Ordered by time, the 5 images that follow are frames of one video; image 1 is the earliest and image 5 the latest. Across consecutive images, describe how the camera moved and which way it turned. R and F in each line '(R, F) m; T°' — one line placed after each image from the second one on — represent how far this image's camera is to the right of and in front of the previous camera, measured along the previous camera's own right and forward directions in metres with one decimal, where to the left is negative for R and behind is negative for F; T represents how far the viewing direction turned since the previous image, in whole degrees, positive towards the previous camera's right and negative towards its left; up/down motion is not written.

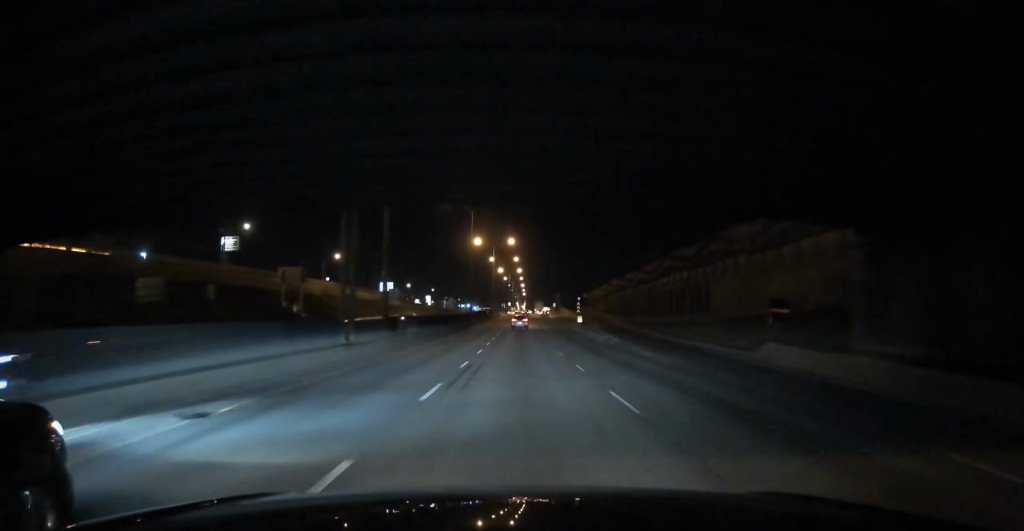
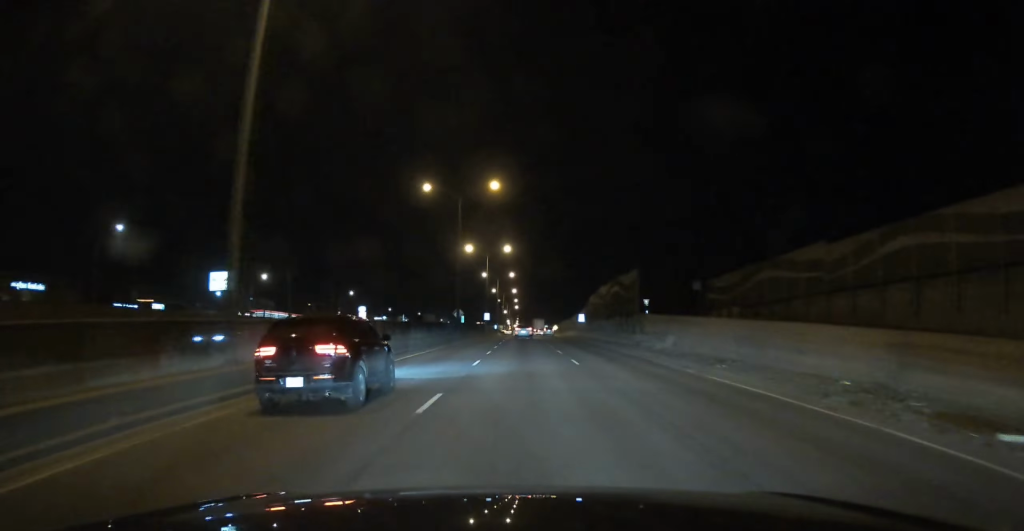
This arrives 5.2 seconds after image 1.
(+1.3, +126.7) m; +1°
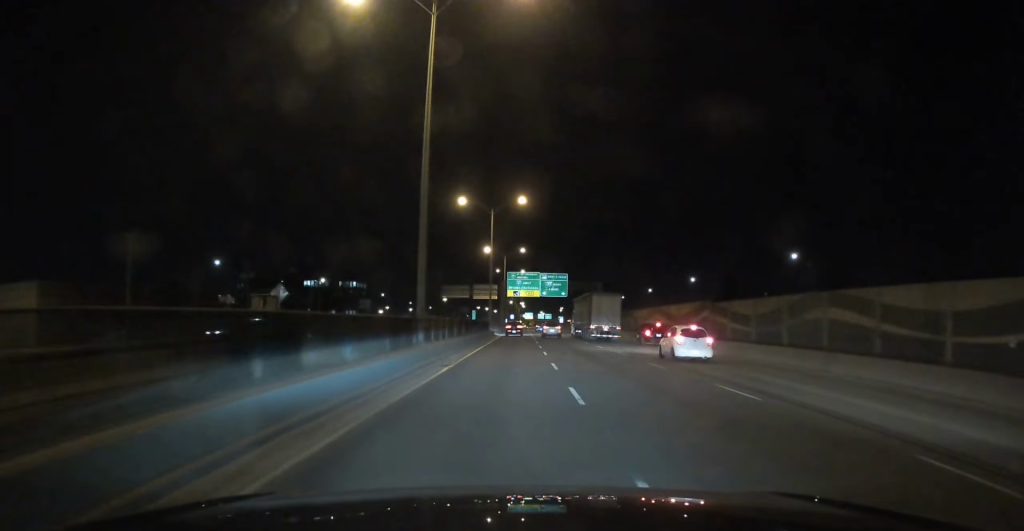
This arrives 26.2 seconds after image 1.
(-2.1, +516.7) m; -1°
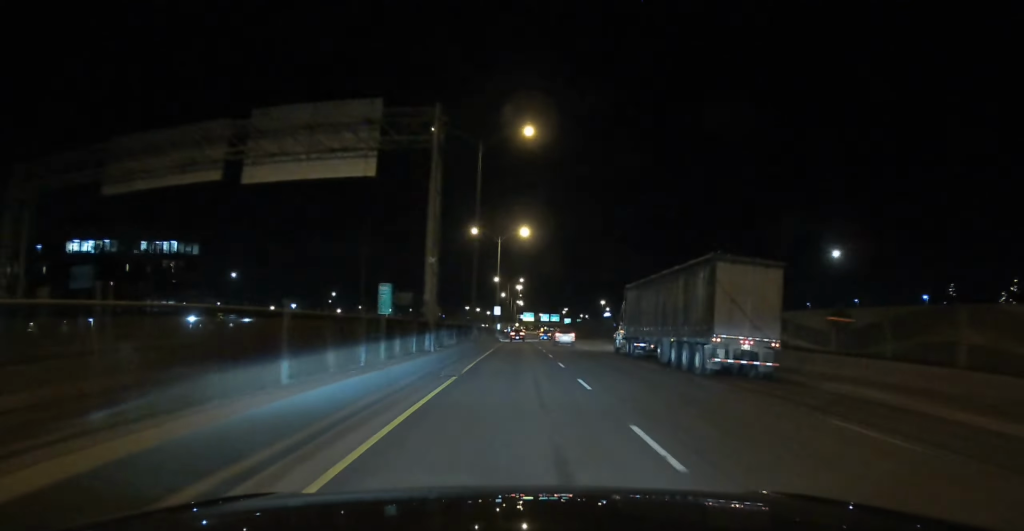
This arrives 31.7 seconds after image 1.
(+0.4, +140.9) m; 0°
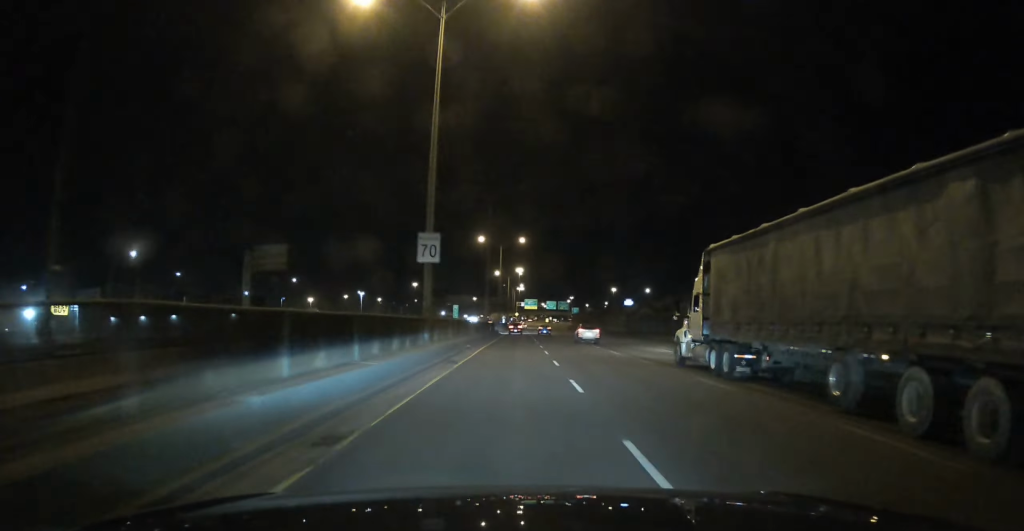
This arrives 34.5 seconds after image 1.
(+0.2, +73.3) m; 0°
